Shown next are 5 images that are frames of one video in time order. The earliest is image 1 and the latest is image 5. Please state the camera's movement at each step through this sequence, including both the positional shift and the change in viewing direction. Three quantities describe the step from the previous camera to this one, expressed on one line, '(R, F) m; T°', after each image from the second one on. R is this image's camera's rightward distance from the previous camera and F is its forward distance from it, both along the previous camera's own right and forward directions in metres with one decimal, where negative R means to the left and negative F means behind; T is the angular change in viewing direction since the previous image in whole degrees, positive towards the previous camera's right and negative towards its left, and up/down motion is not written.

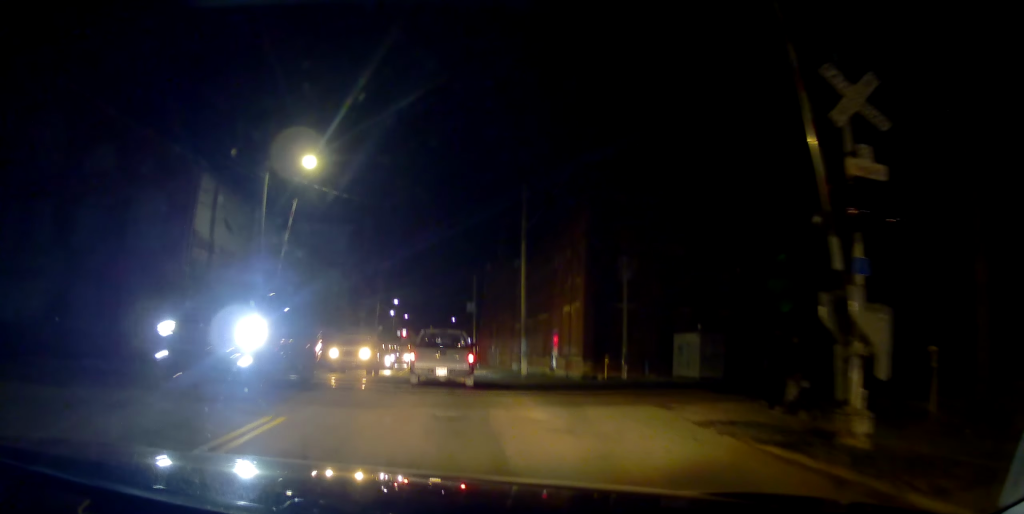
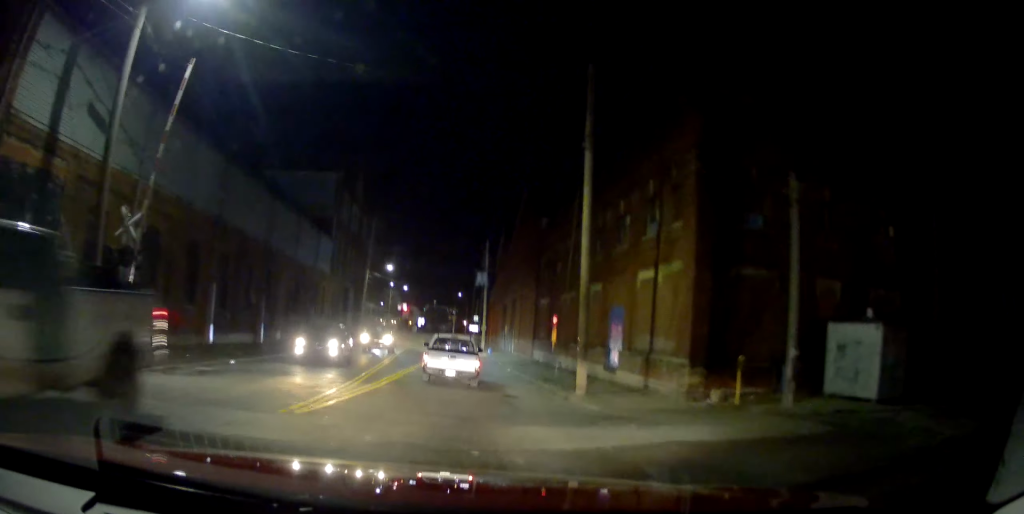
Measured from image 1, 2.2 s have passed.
(+0.1, +14.6) m; +2°
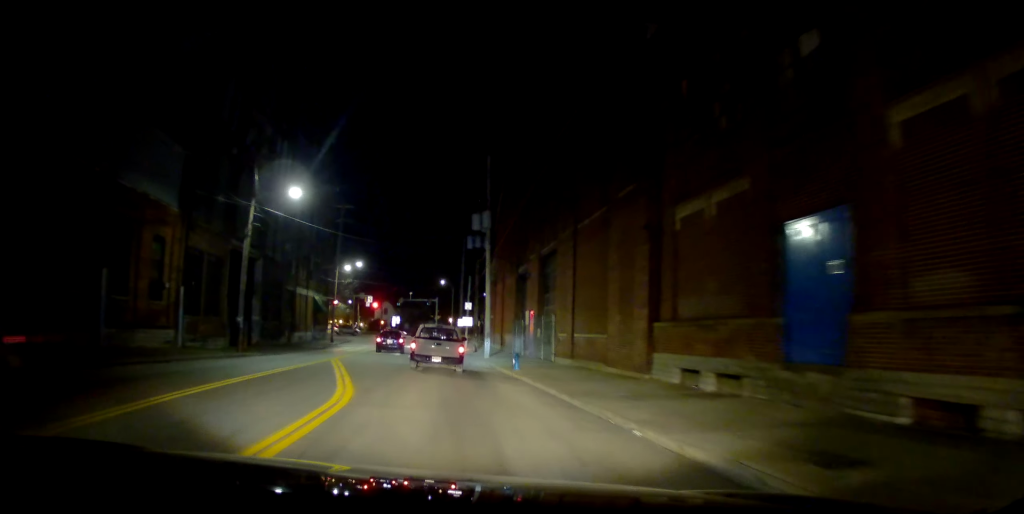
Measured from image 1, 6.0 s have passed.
(-0.3, +33.3) m; 0°
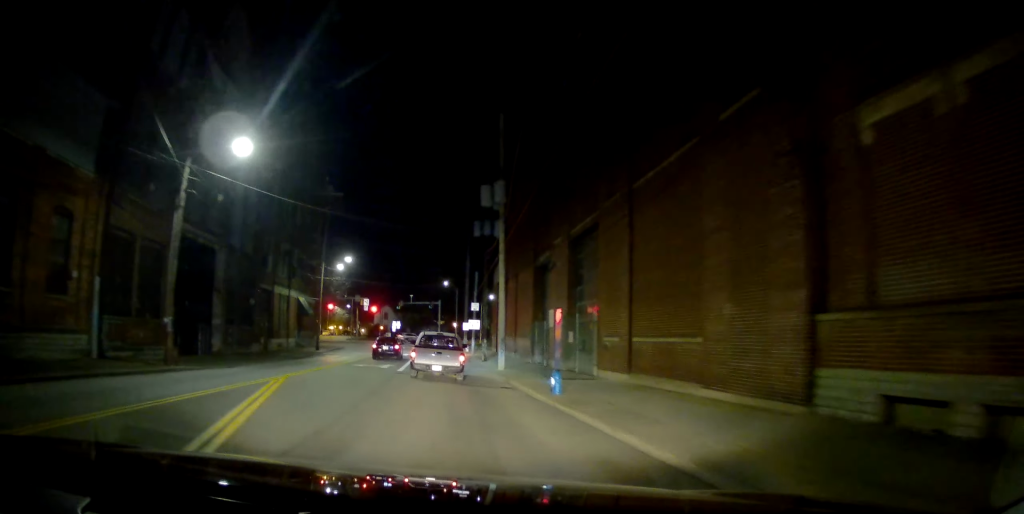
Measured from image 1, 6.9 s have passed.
(+0.3, +8.4) m; 0°
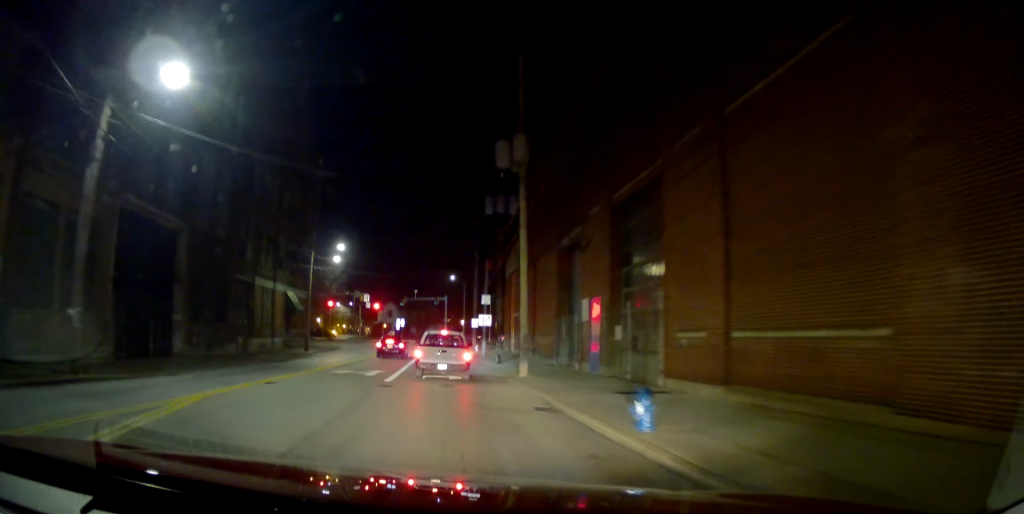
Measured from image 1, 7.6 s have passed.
(-0.1, +6.5) m; -2°
